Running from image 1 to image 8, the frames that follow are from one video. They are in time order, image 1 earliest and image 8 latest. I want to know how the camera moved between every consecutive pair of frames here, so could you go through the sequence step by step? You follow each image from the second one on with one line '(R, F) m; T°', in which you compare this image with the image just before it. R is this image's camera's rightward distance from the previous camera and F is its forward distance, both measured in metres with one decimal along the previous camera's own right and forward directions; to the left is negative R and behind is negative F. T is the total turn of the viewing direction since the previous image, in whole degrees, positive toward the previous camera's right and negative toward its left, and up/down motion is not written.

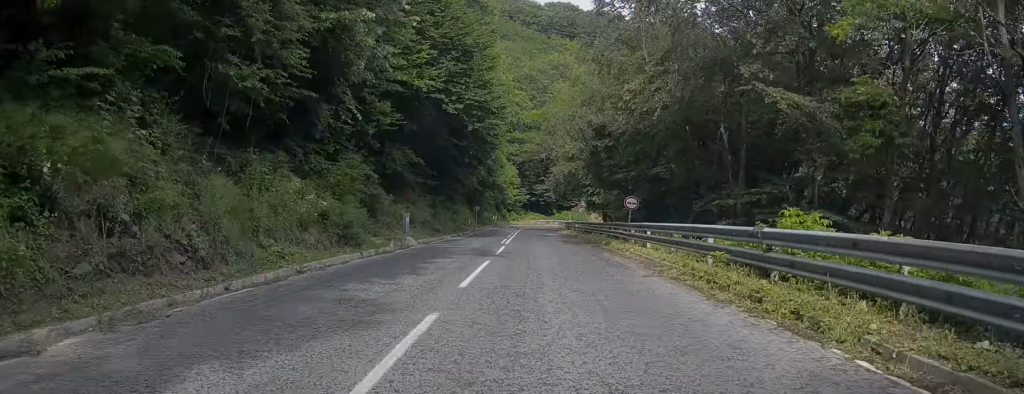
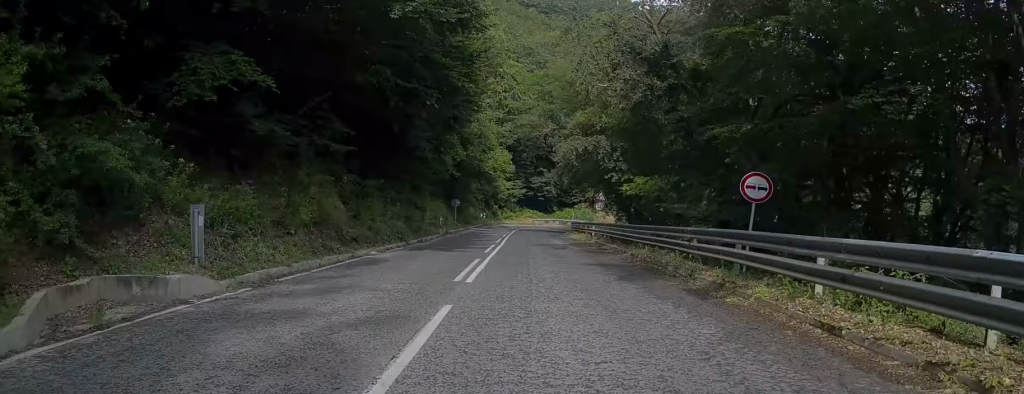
(+0.2, +16.7) m; +2°
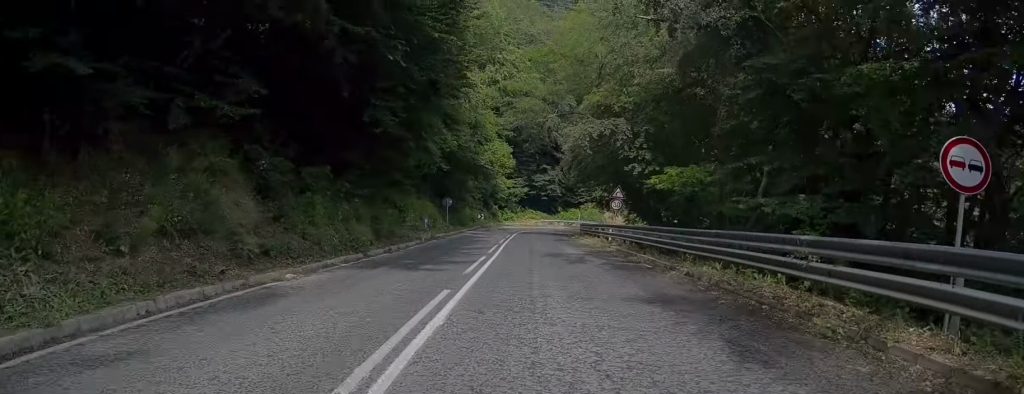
(+0.1, +6.9) m; +1°
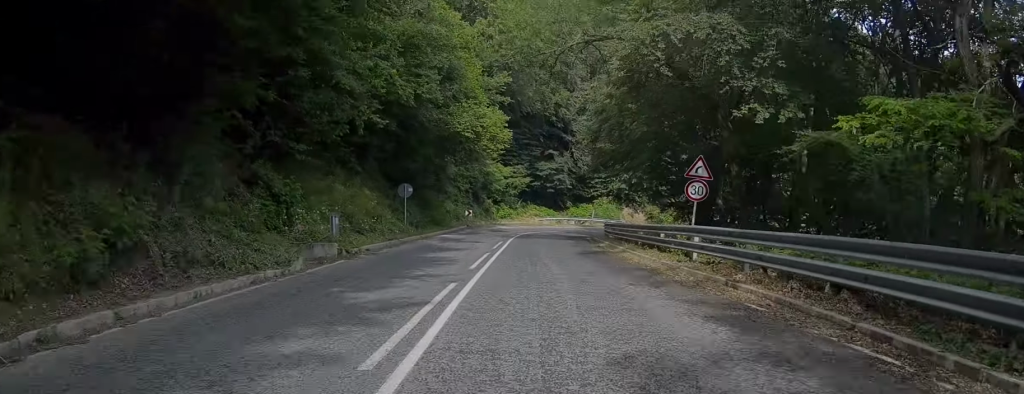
(+0.1, +16.3) m; -1°
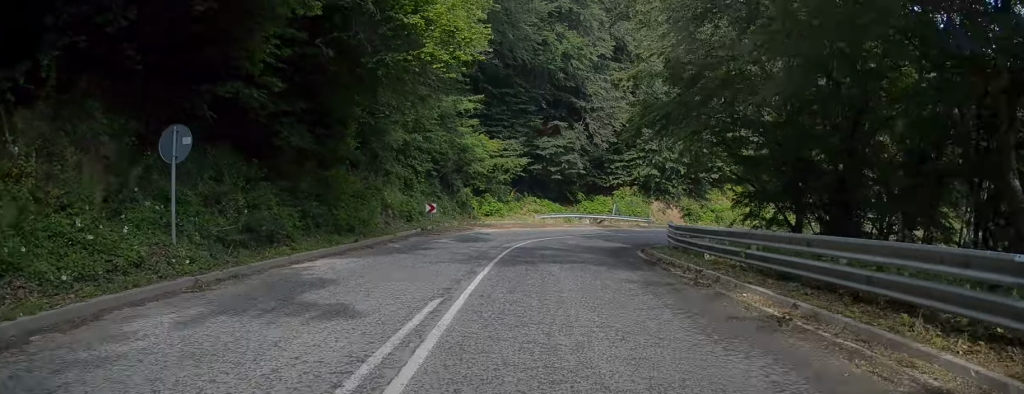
(-0.1, +19.3) m; +3°
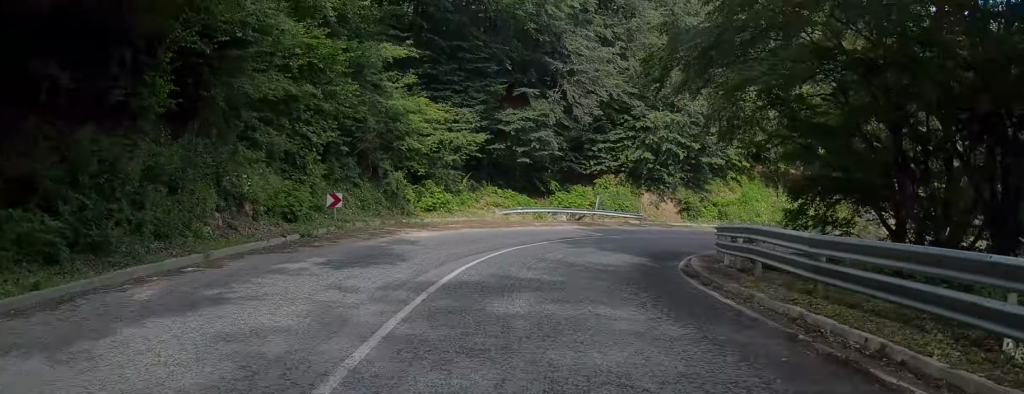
(+0.5, +11.8) m; +4°
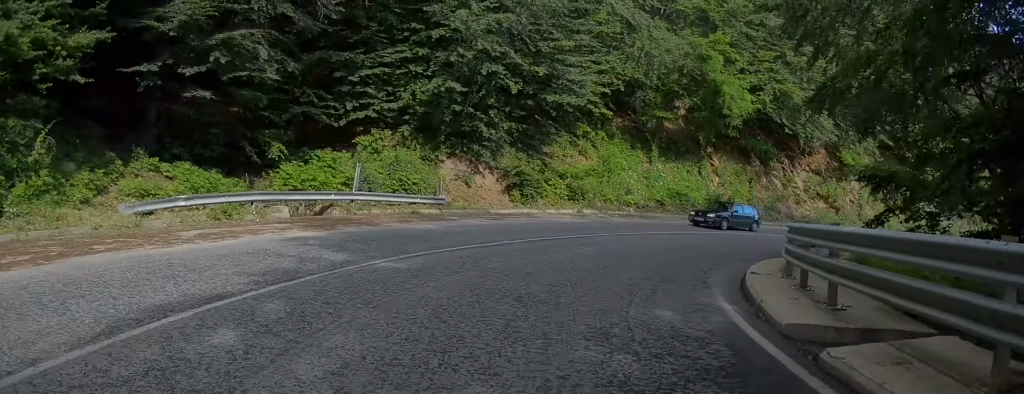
(+2.3, +20.2) m; +19°
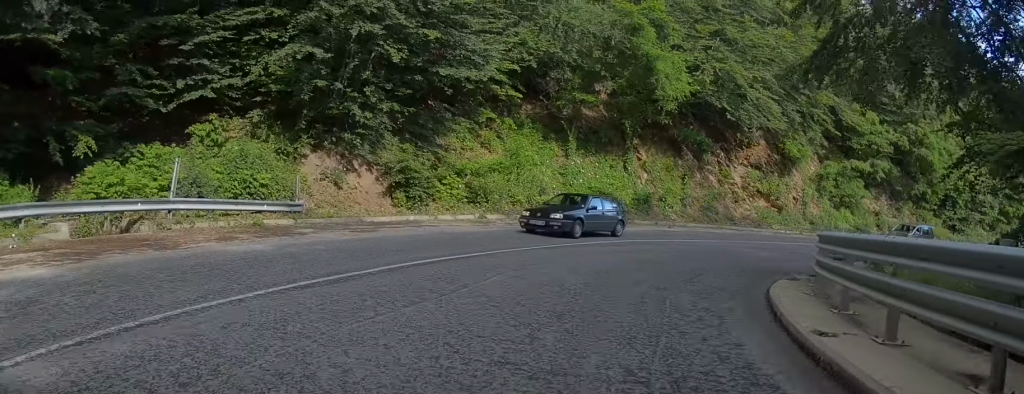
(+0.3, +6.1) m; +10°
